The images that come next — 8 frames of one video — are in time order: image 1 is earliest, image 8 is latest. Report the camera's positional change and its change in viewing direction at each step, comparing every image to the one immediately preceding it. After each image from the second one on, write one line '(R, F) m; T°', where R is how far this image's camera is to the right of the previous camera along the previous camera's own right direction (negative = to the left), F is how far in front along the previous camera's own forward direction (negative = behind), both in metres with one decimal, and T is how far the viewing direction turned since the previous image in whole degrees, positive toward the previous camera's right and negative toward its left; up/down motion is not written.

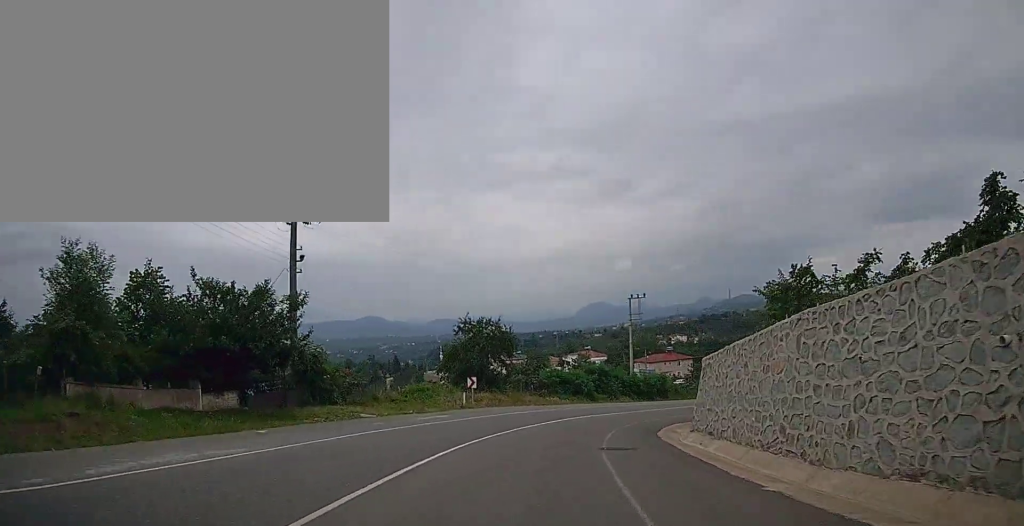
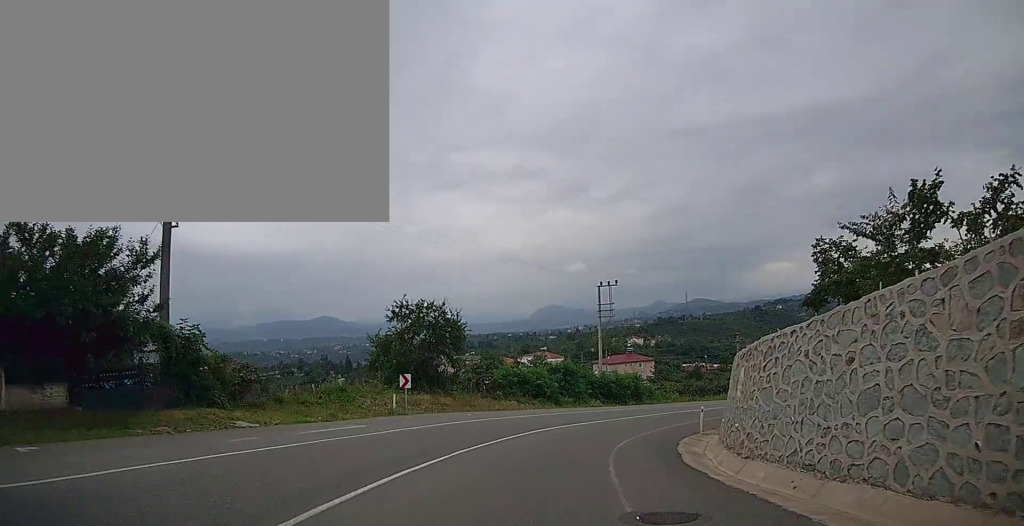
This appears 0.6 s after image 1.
(+0.1, +7.8) m; +4°
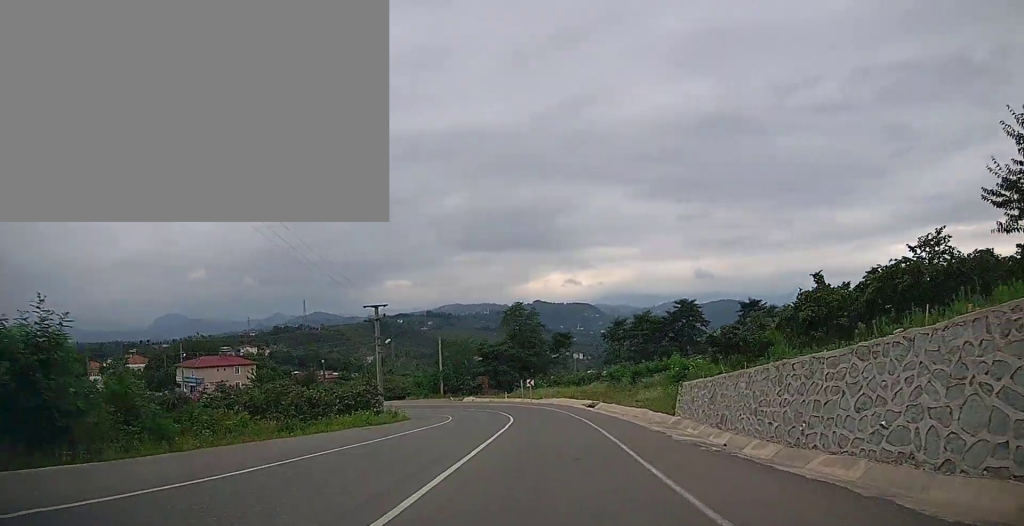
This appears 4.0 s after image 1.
(+11.7, +34.3) m; +38°
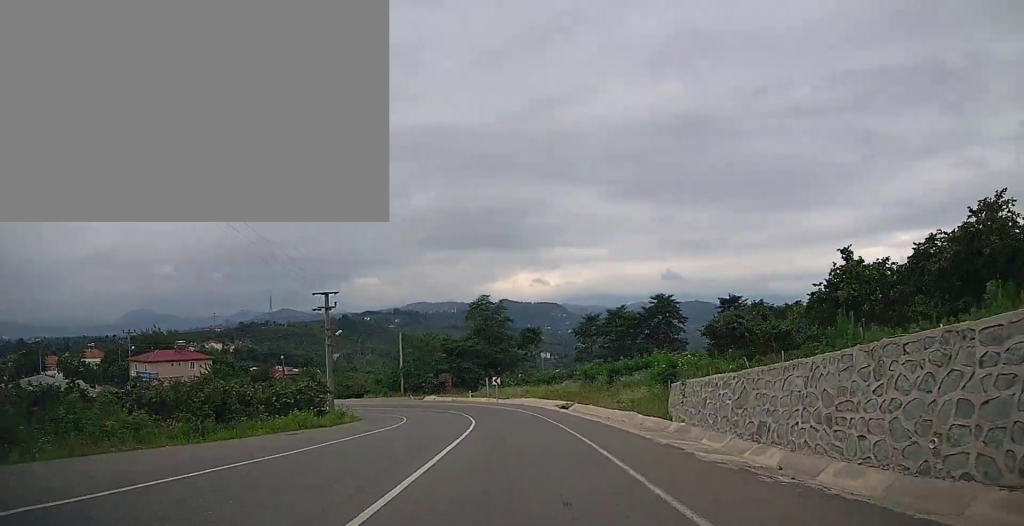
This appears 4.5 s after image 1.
(0.0, +4.8) m; +4°
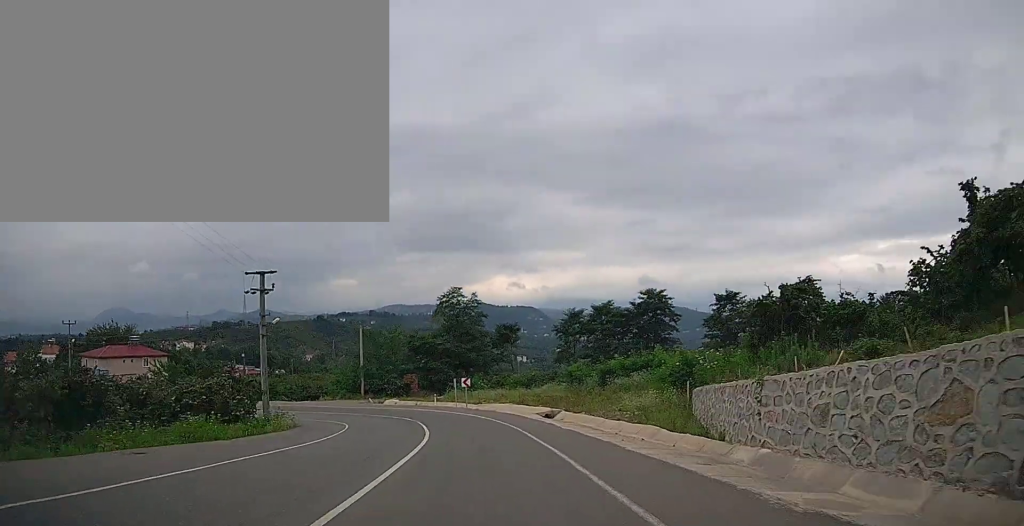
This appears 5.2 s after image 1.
(+0.5, +7.5) m; +4°
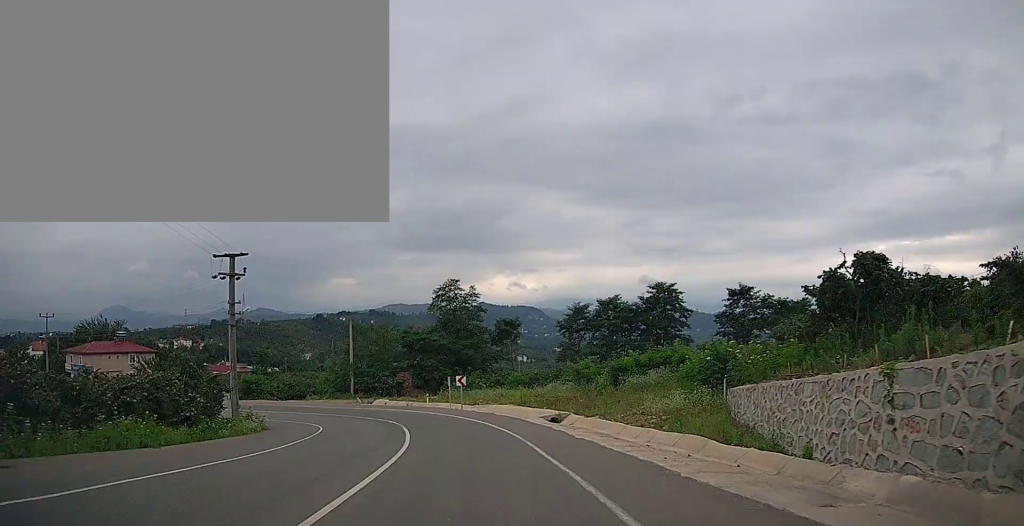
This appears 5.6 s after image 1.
(+0.1, +4.1) m; +1°
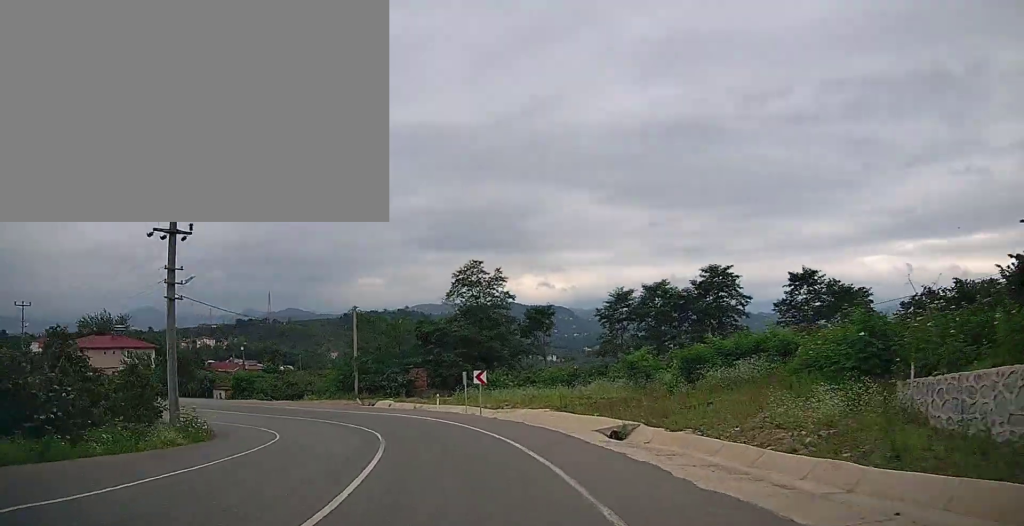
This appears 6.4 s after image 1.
(+0.1, +8.6) m; -2°
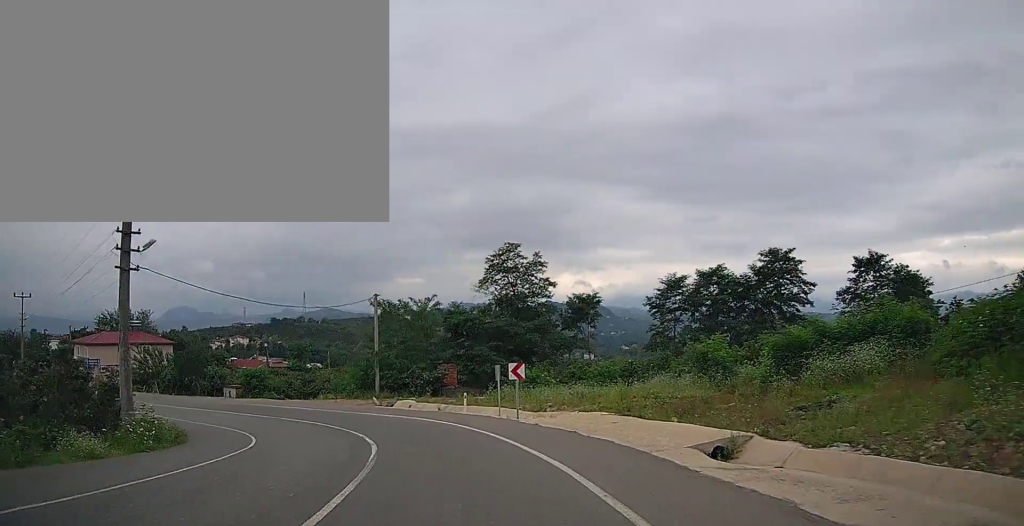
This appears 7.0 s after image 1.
(-0.2, +5.5) m; -4°
